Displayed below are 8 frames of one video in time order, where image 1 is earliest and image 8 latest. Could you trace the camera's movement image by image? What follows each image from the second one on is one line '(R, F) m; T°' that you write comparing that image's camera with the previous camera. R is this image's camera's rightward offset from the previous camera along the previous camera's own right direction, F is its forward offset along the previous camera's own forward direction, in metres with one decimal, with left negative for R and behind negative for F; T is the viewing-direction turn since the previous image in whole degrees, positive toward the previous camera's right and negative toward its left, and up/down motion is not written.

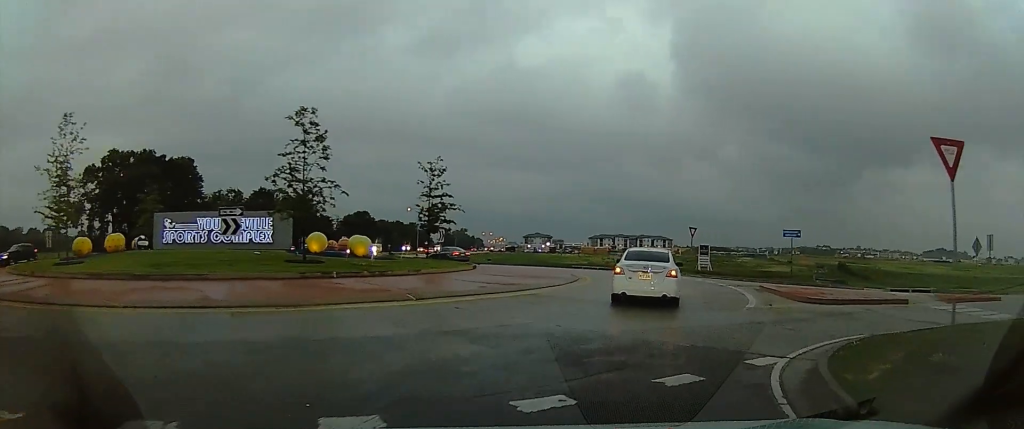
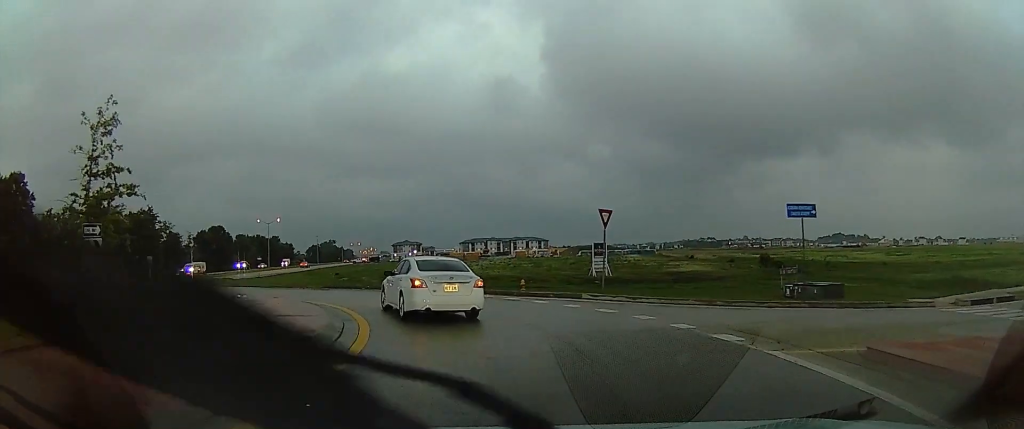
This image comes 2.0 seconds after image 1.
(+2.6, +16.6) m; +9°
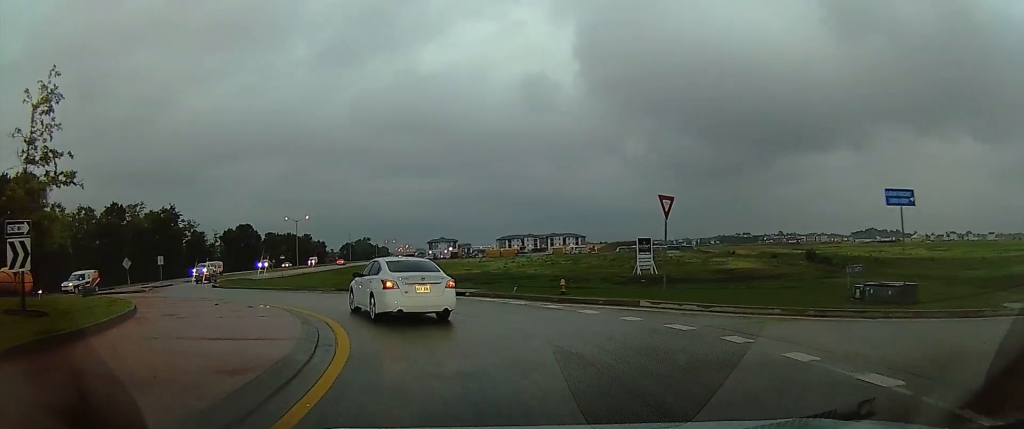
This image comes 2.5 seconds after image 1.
(-0.5, +3.8) m; -4°
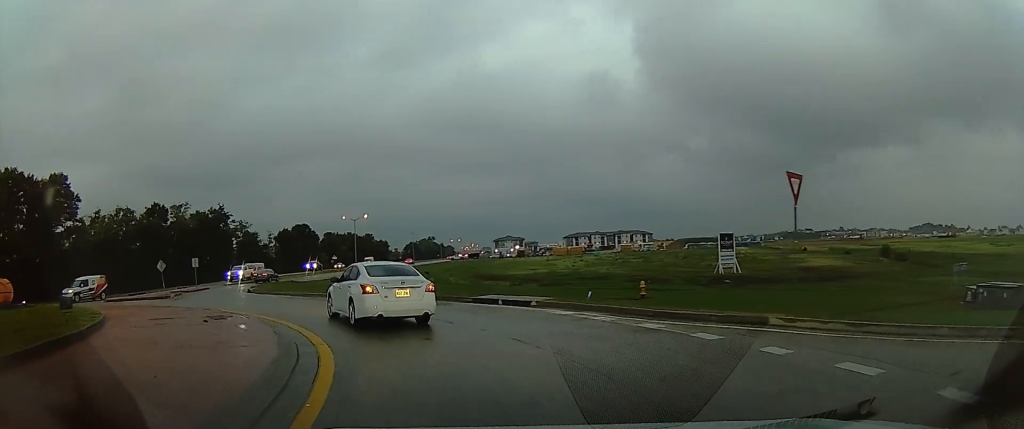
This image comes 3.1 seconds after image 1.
(-0.2, +4.4) m; -5°
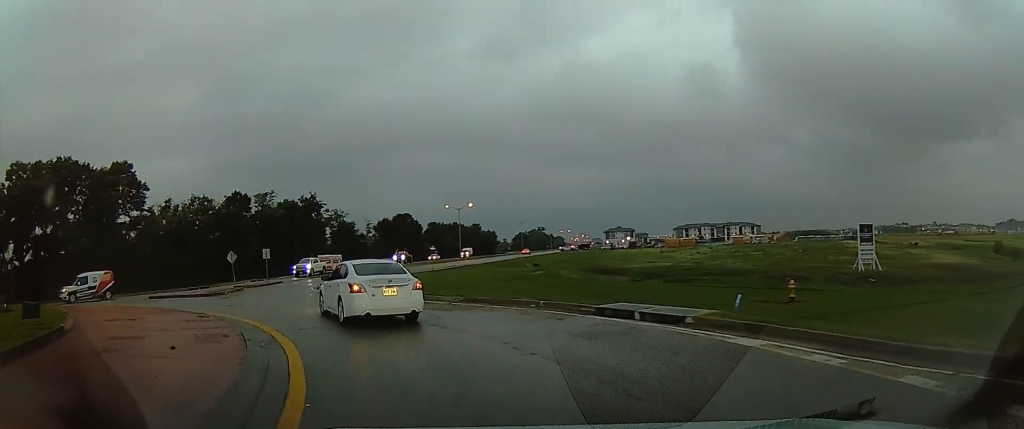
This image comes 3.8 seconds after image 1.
(0.0, +5.9) m; -9°
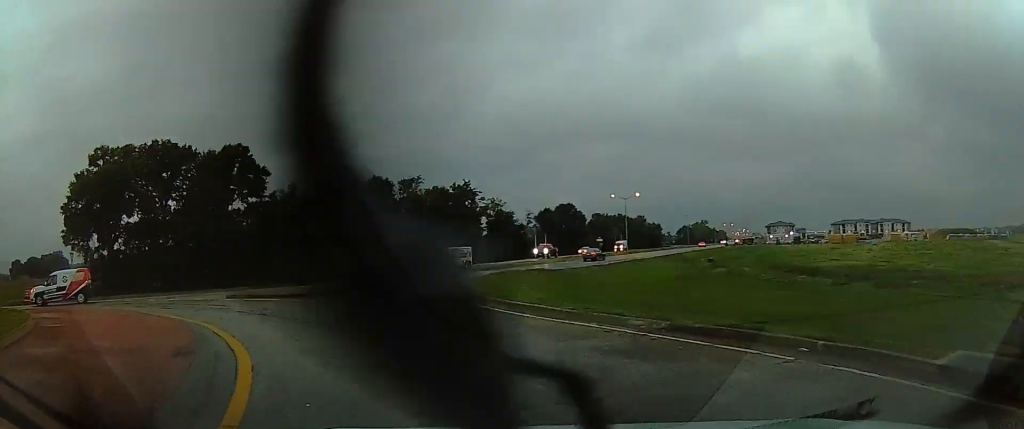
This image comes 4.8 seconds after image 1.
(-1.2, +7.3) m; -13°
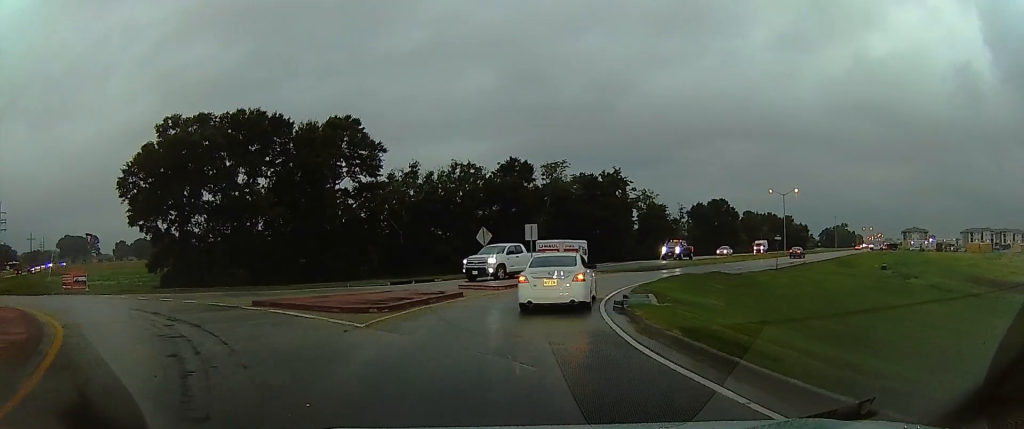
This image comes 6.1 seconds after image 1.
(-0.9, +9.7) m; -13°
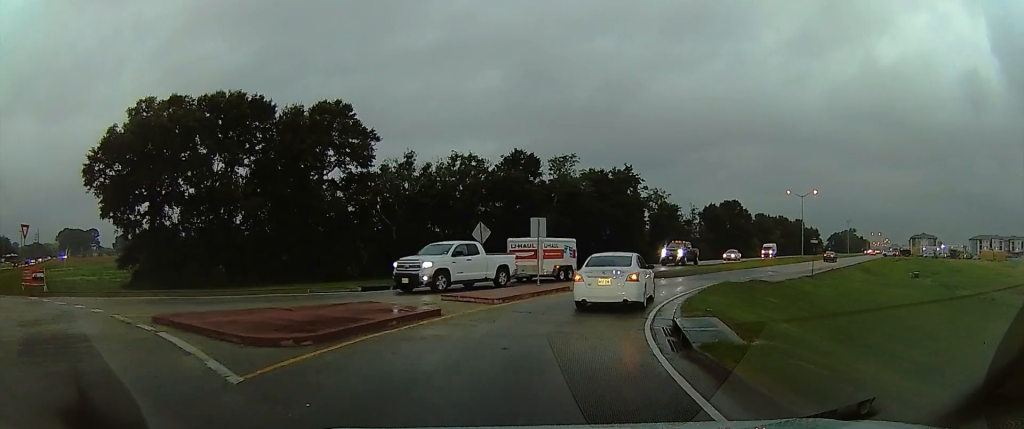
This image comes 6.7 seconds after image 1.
(-0.6, +5.4) m; -5°
